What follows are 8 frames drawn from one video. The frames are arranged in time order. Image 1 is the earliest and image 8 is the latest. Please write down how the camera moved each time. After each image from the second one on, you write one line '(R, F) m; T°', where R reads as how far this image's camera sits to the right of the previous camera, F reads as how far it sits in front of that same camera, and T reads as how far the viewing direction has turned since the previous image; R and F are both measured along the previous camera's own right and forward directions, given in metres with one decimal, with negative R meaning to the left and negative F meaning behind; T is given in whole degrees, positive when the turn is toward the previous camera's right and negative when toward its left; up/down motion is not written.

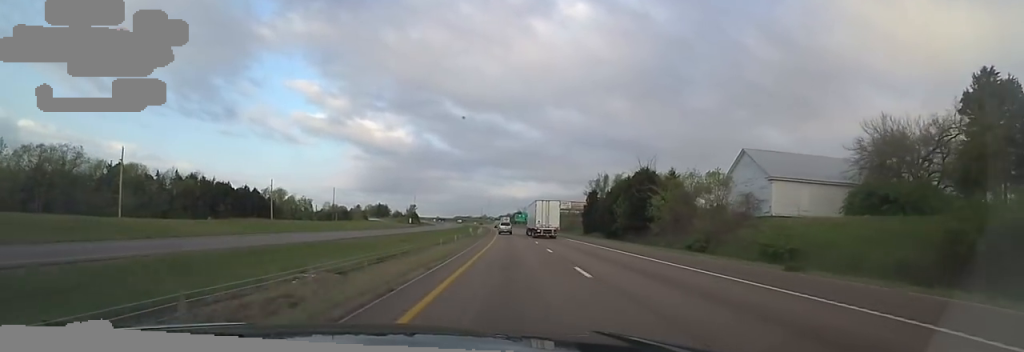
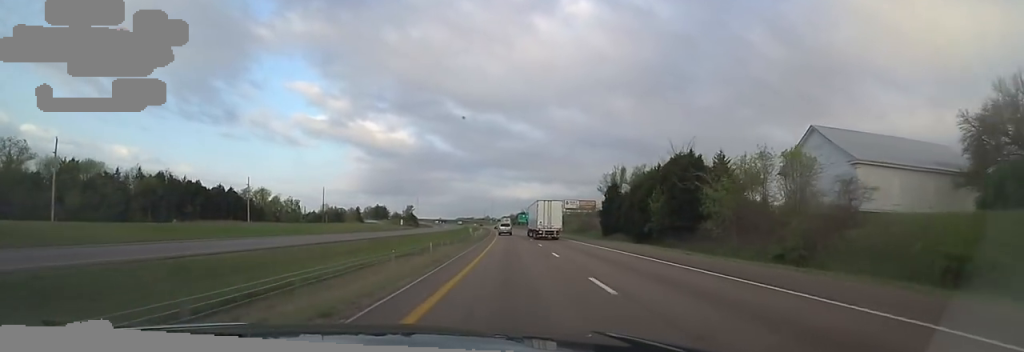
(-0.6, +15.4) m; -1°
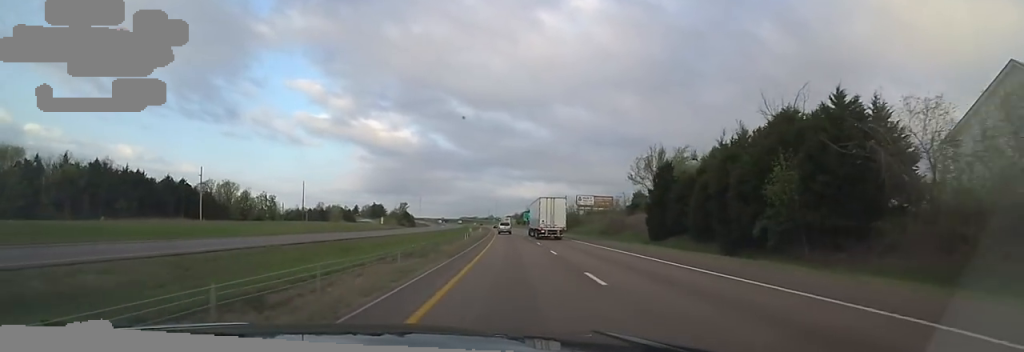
(-0.4, +23.8) m; -1°
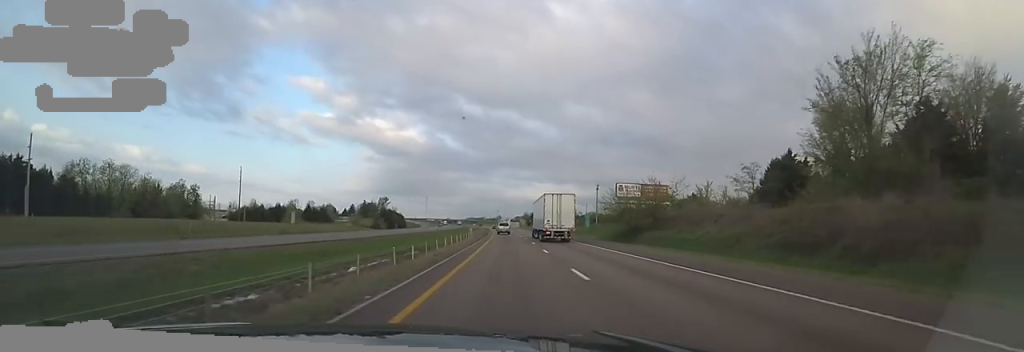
(0.0, +48.8) m; 0°
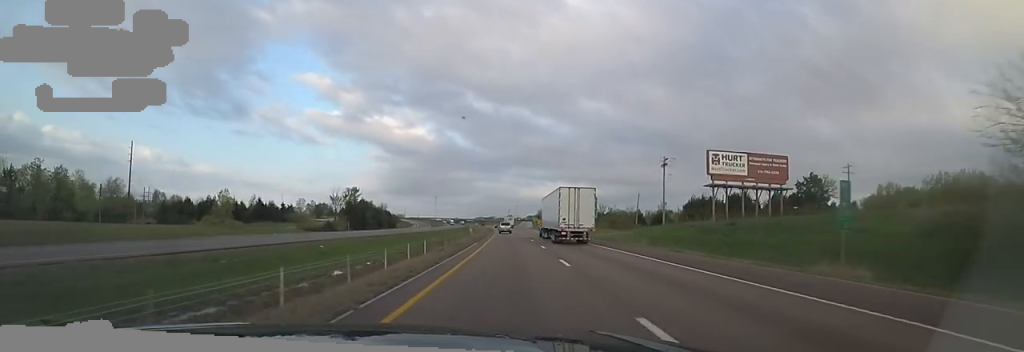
(0.0, +45.7) m; 0°
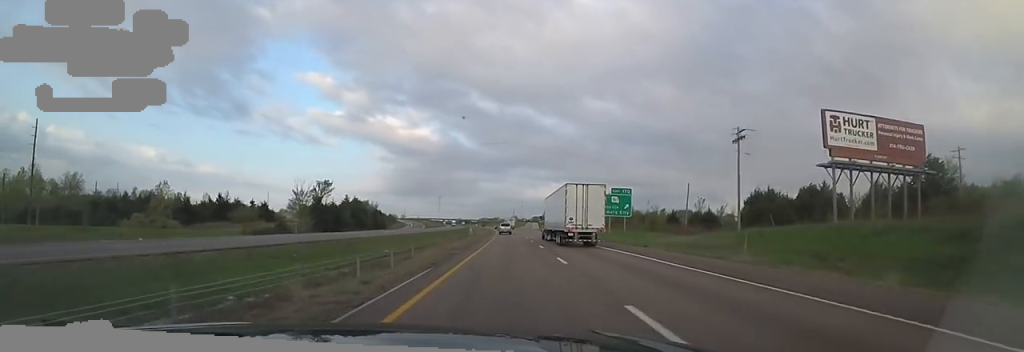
(0.0, +23.2) m; -2°
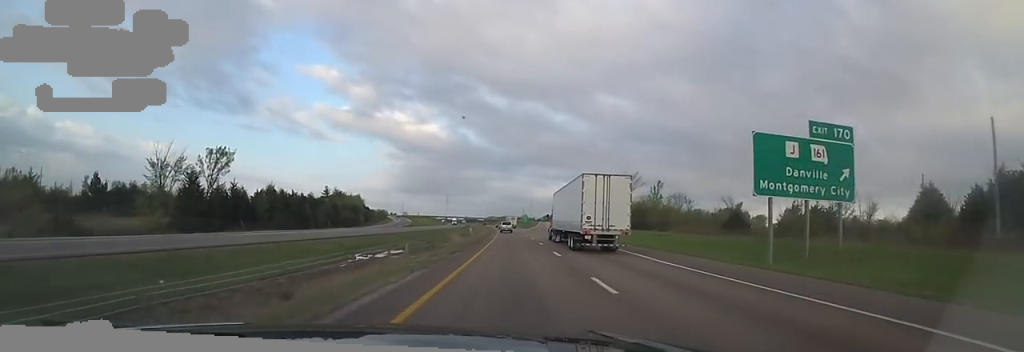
(-1.6, +44.0) m; -3°
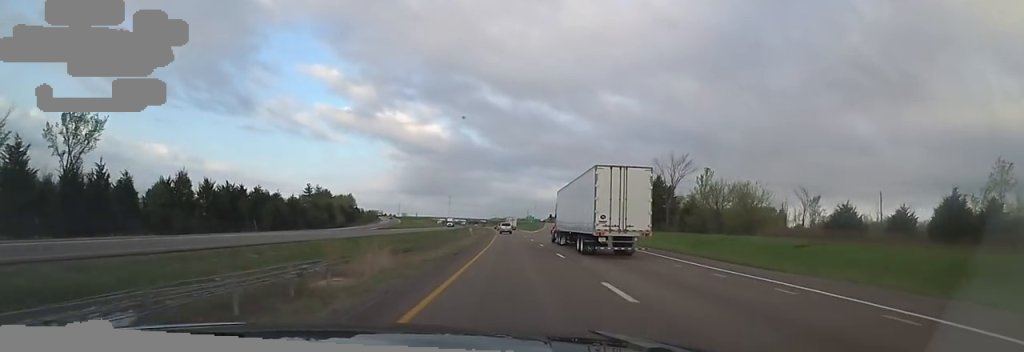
(-0.1, +26.0) m; 0°
